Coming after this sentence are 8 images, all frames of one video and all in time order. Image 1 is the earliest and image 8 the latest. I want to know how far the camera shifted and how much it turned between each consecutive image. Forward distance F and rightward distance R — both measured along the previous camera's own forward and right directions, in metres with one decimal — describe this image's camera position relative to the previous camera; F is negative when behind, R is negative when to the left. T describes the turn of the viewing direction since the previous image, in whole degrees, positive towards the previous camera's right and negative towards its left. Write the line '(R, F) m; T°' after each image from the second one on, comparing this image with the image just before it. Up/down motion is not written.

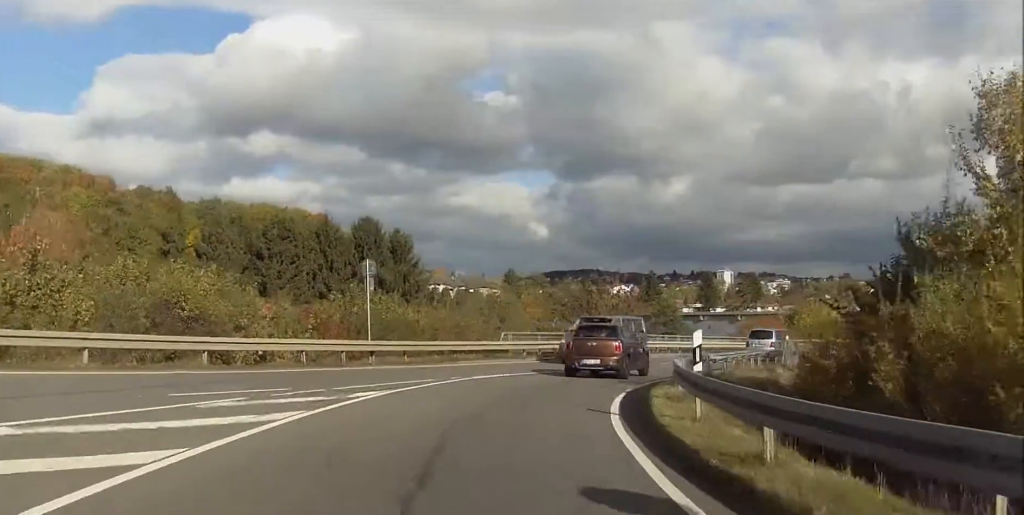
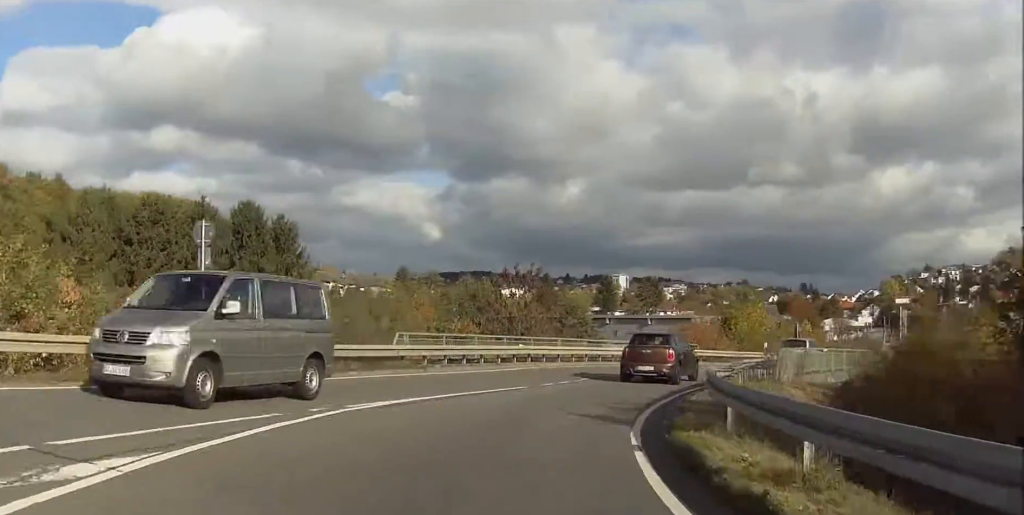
(+0.7, +10.3) m; +10°
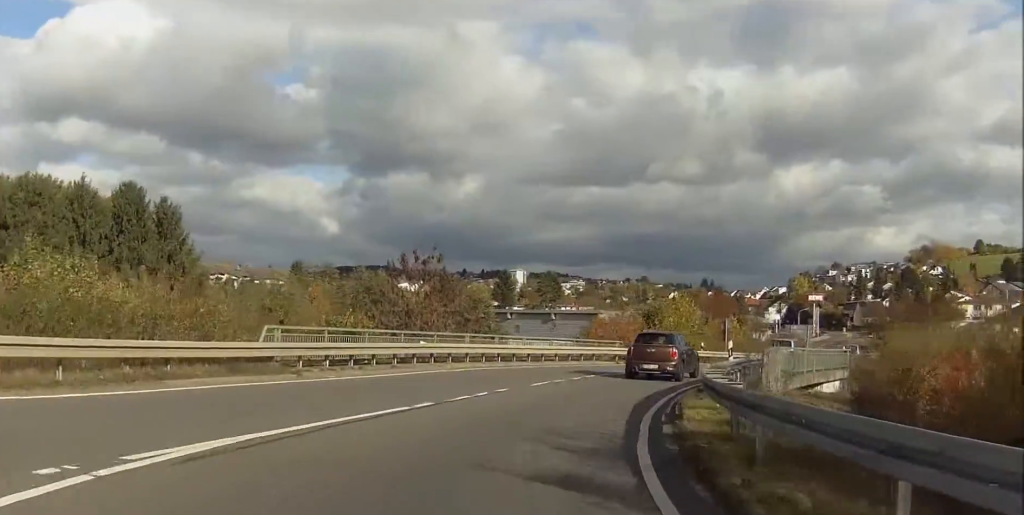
(0.0, +6.8) m; +9°
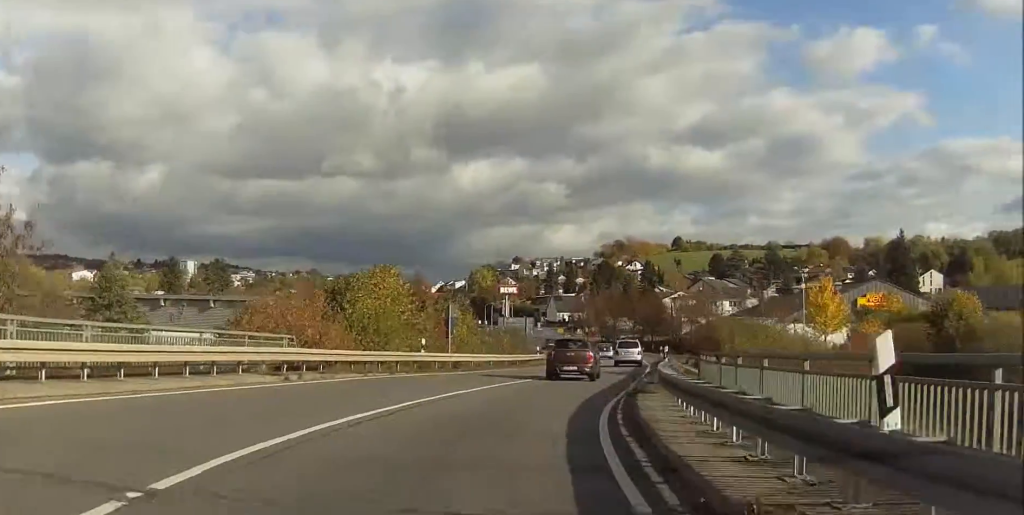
(+3.3, +19.9) m; +14°
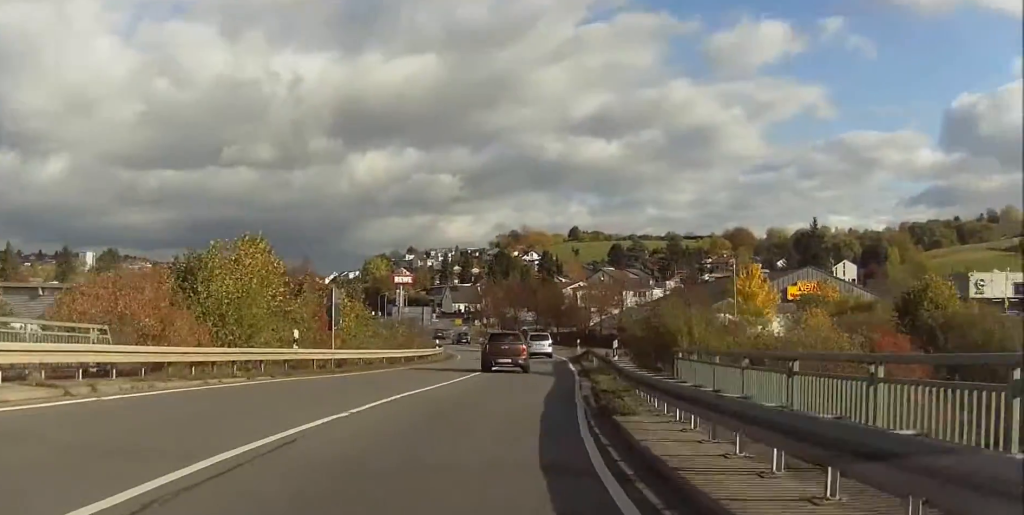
(+0.6, +7.2) m; +5°
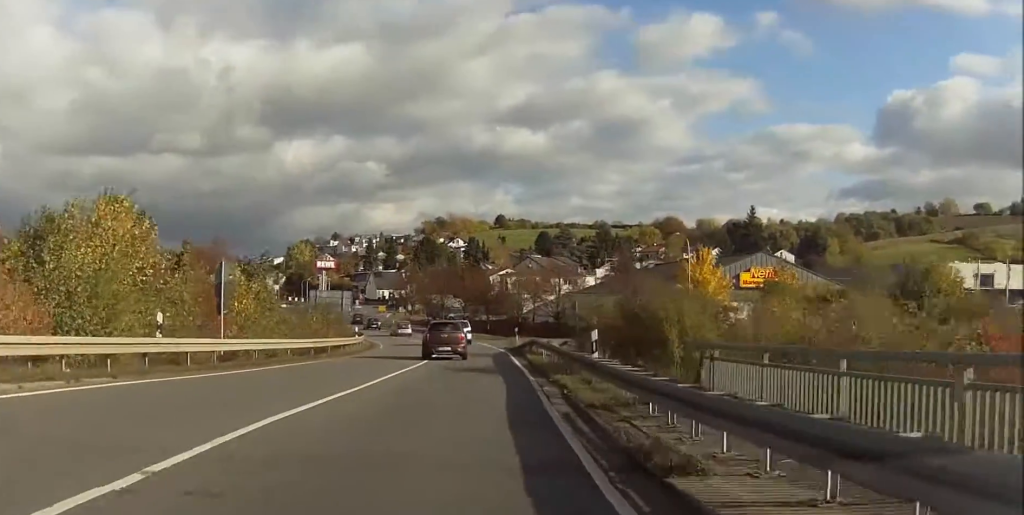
(+0.2, +6.7) m; +2°
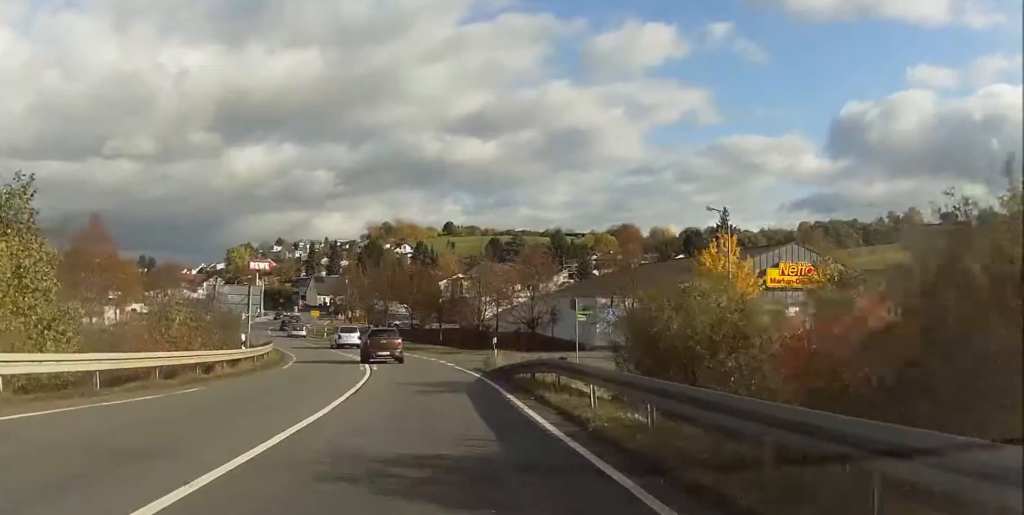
(+0.4, +19.5) m; +1°
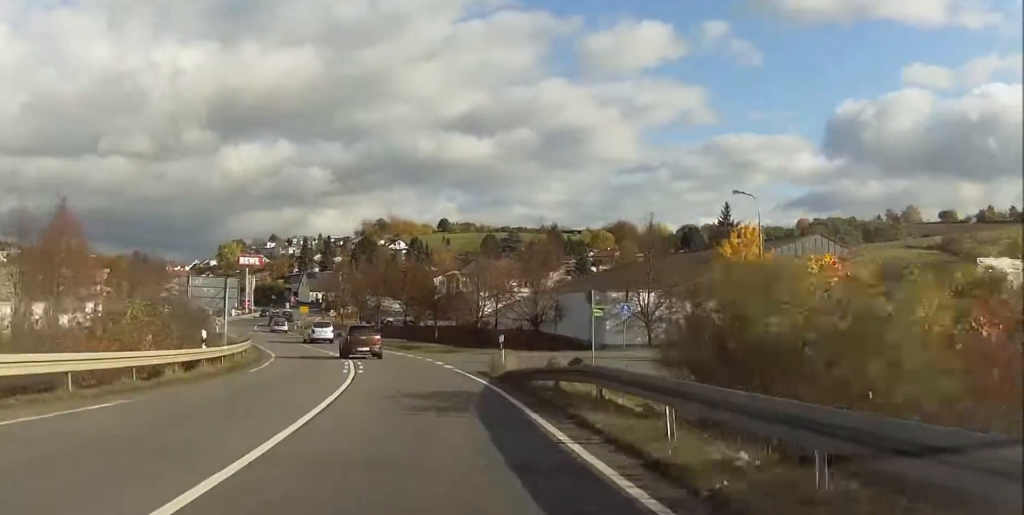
(0.0, +5.2) m; 0°
